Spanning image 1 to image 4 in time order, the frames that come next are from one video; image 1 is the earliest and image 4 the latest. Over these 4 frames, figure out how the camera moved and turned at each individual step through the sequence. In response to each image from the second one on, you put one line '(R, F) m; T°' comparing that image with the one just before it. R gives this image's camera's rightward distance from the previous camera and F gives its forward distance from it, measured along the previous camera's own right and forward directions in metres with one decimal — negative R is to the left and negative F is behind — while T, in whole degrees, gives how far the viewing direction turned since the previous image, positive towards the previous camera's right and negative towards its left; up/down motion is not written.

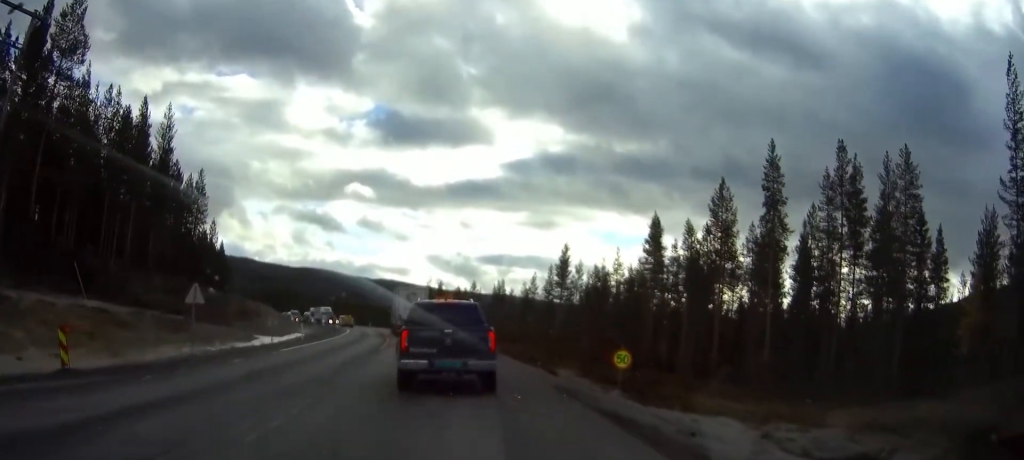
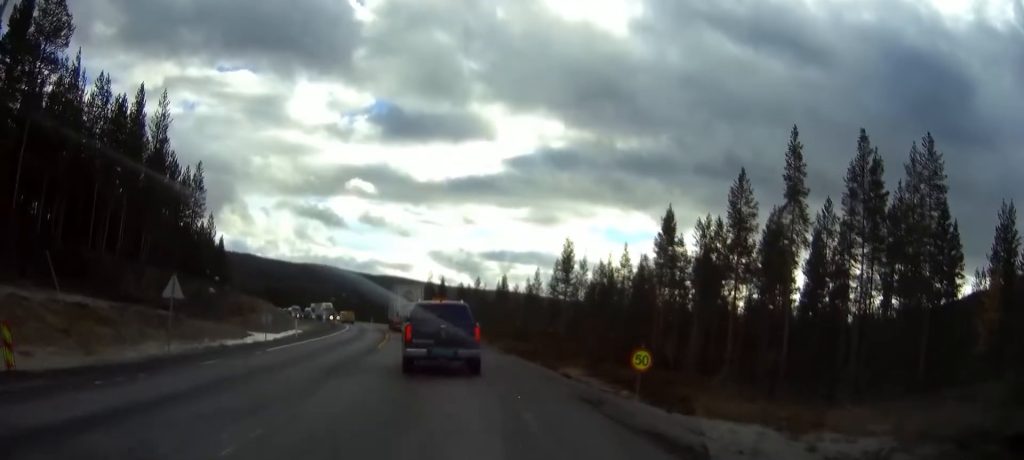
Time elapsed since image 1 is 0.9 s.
(0.0, +2.2) m; +1°
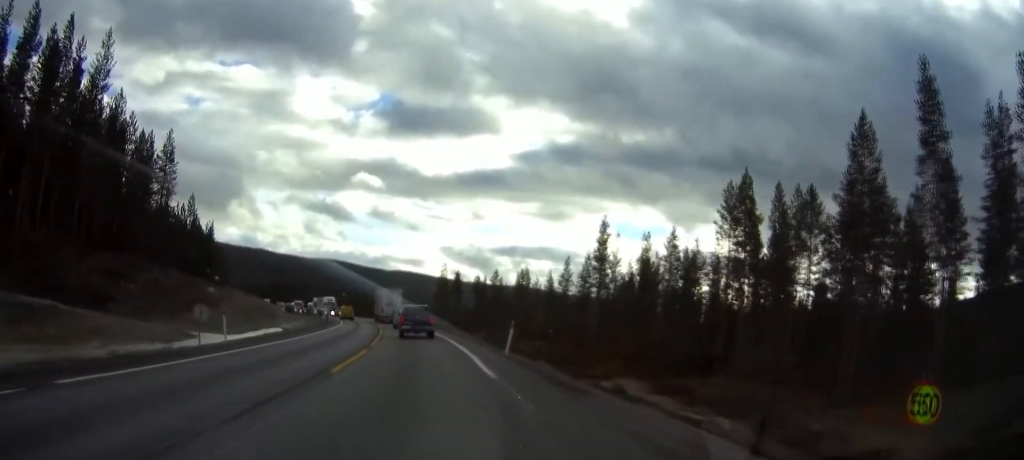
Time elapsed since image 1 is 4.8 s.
(-0.7, +14.8) m; -4°
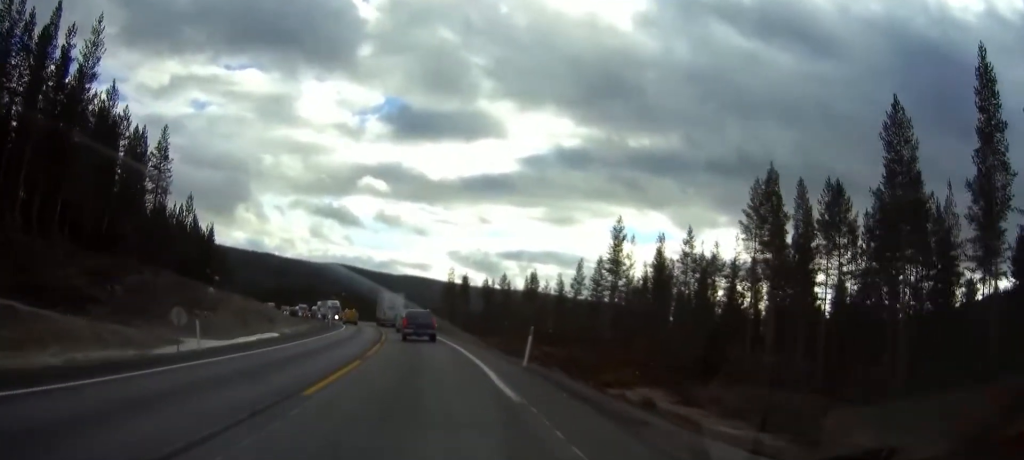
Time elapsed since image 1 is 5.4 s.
(0.0, +3.8) m; -1°
